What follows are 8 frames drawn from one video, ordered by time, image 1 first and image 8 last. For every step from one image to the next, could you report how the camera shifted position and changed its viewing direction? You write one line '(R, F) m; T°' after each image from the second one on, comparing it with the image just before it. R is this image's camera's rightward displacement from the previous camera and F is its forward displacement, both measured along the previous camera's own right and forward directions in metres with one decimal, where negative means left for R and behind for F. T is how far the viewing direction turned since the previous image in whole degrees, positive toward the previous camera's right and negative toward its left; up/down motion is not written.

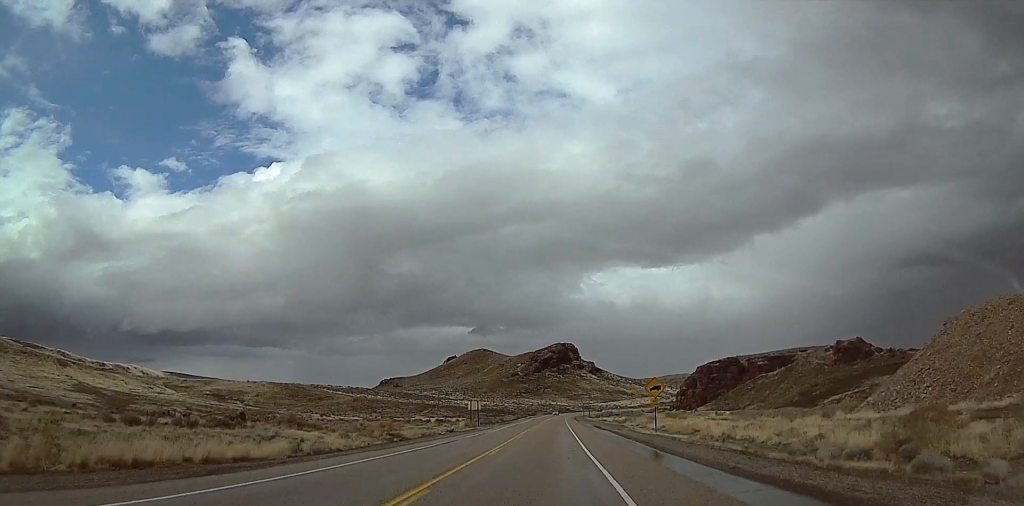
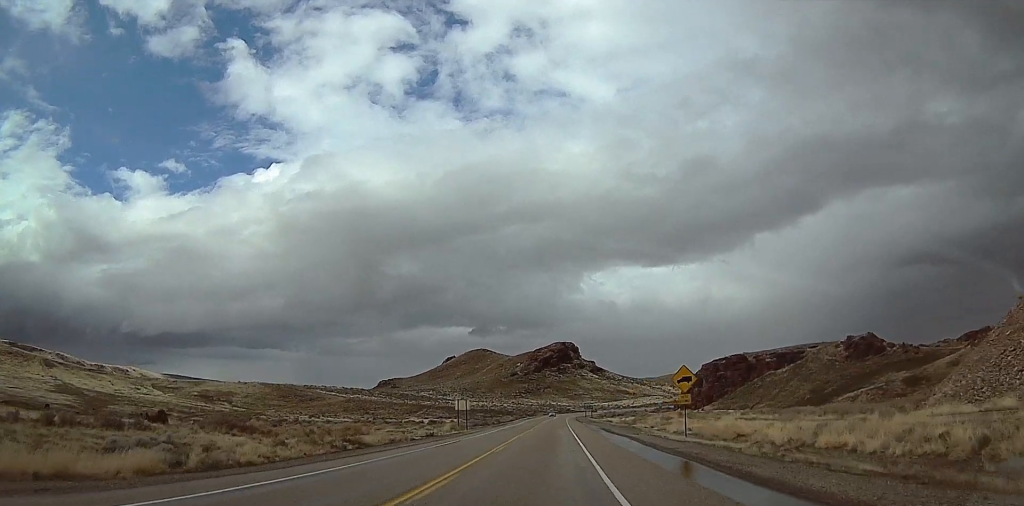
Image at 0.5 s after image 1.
(-0.4, +12.1) m; 0°
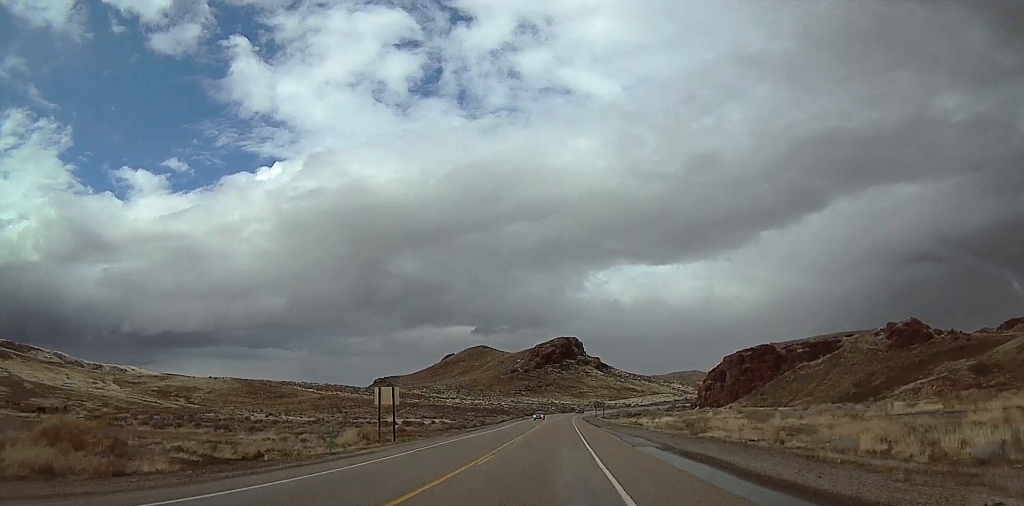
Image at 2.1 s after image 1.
(-0.6, +37.7) m; -2°
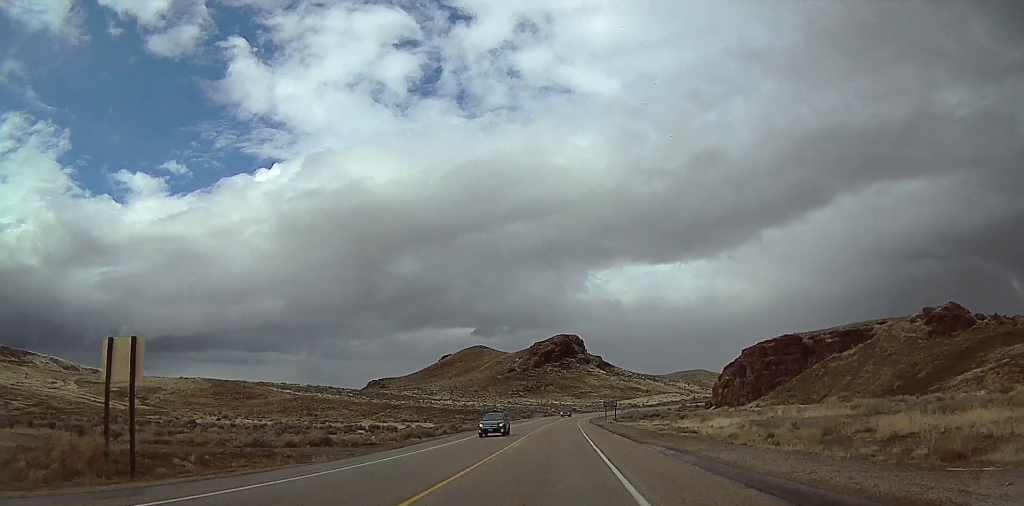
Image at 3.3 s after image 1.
(+0.4, +29.8) m; +2°
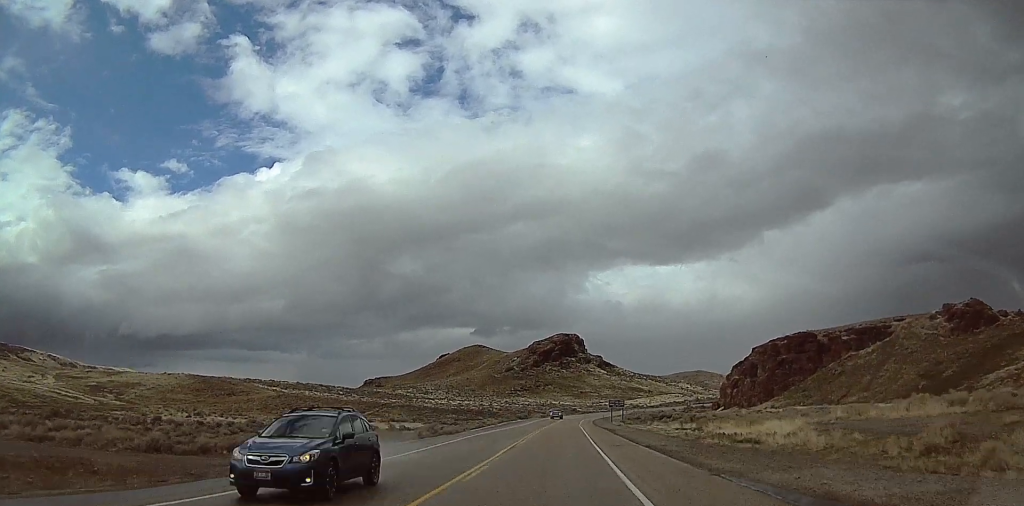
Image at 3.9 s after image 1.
(+0.1, +14.5) m; 0°
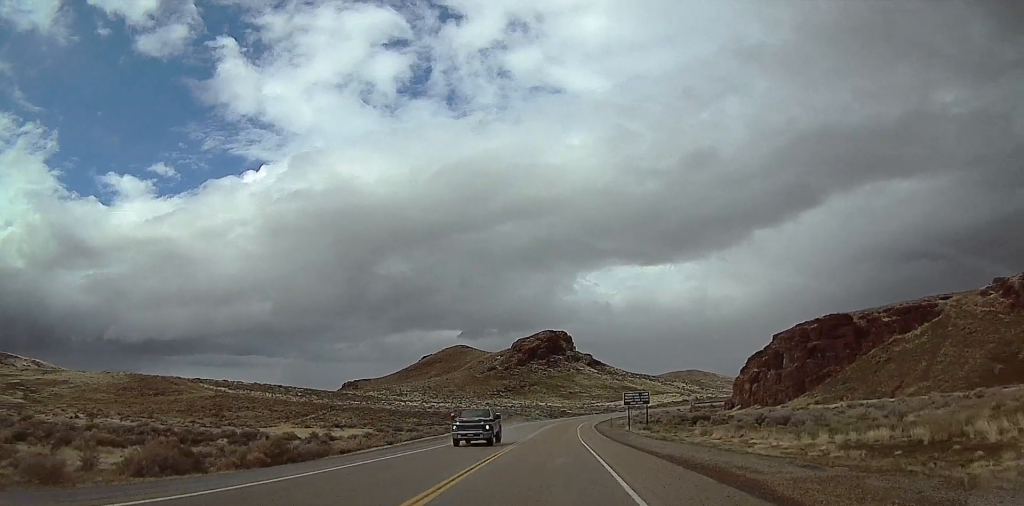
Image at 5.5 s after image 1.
(-0.5, +38.7) m; -1°
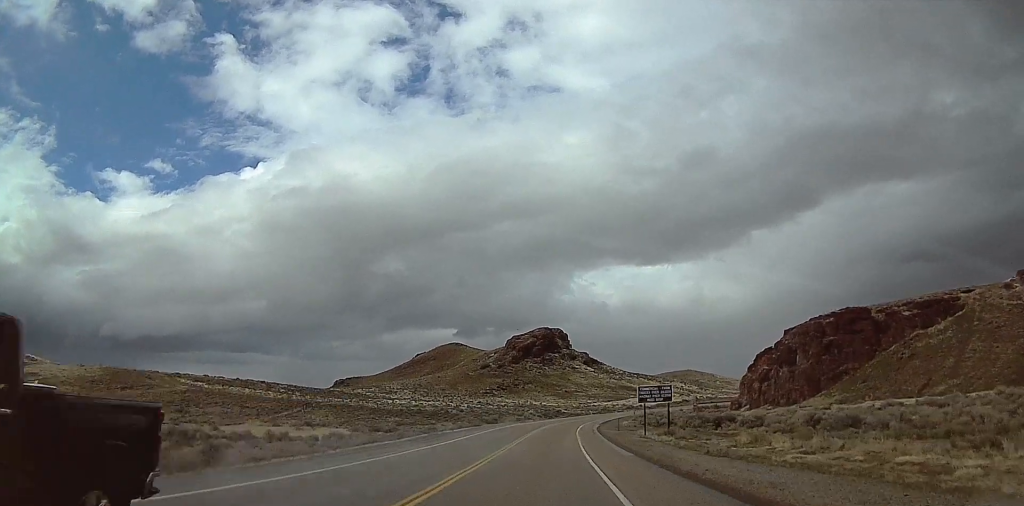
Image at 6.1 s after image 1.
(0.0, +14.5) m; +1°
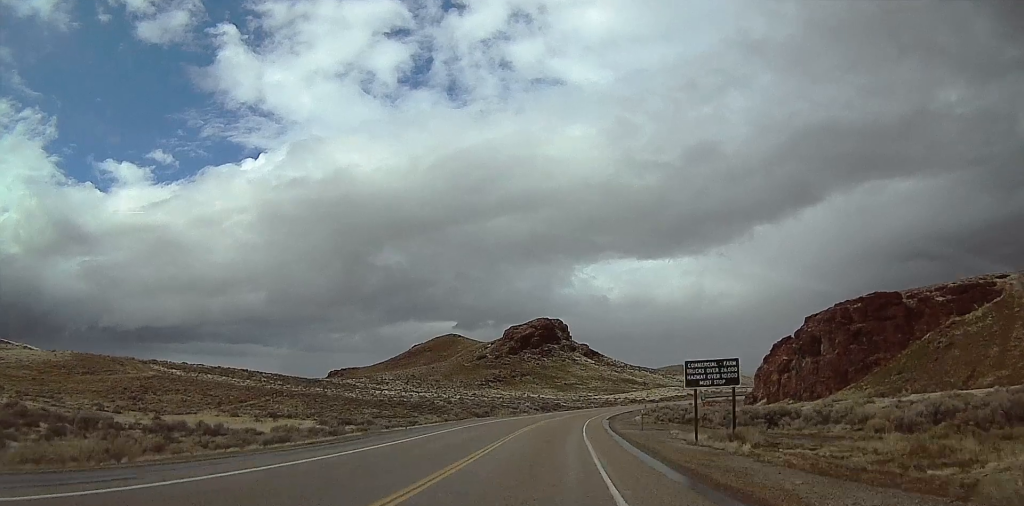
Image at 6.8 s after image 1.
(+0.1, +17.9) m; +1°
